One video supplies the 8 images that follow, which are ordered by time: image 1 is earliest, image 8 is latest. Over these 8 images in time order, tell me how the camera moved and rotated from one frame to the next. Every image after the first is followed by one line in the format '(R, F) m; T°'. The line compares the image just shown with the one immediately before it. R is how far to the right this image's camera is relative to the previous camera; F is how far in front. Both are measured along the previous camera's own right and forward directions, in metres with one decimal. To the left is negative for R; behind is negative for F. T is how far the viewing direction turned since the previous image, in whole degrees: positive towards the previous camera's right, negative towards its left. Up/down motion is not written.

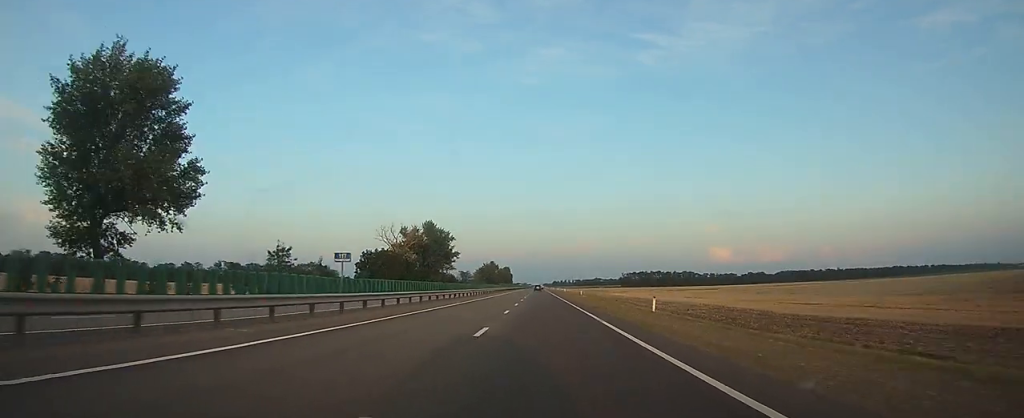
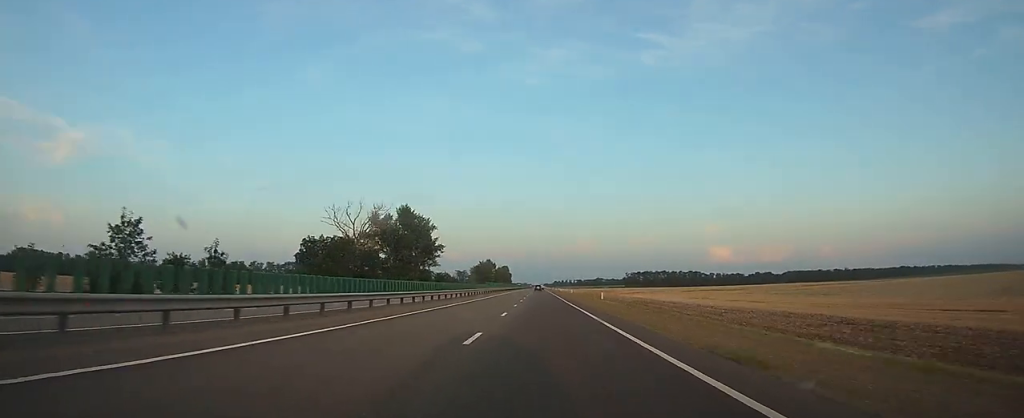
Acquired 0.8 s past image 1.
(-0.1, +25.8) m; 0°
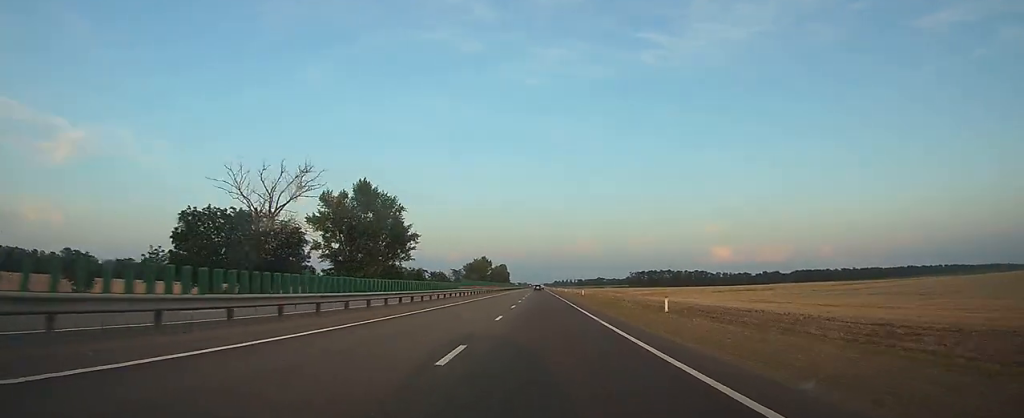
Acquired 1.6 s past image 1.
(-0.1, +26.9) m; 0°
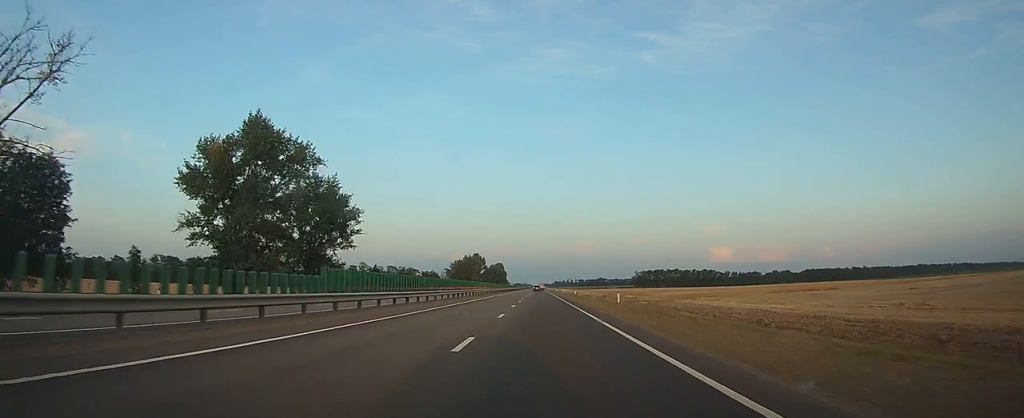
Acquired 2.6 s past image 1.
(-0.1, +33.8) m; 0°
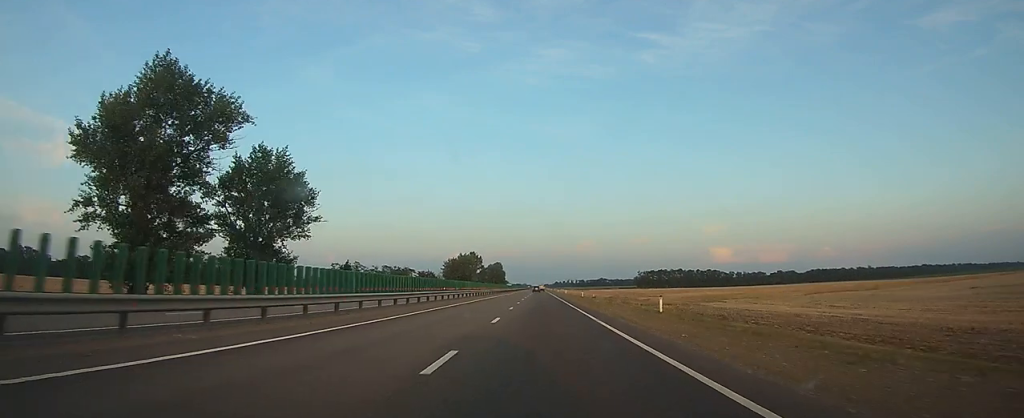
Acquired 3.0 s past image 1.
(0.0, +14.7) m; 0°
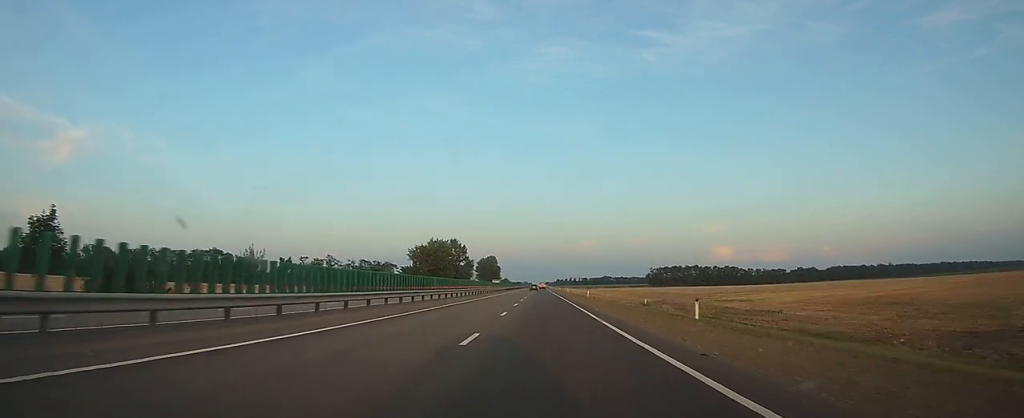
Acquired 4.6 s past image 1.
(0.0, +55.7) m; 0°
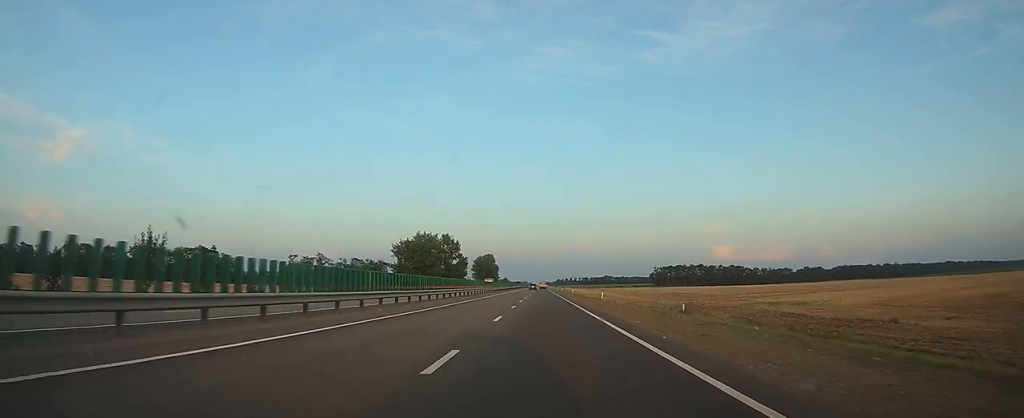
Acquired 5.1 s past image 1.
(0.0, +16.0) m; 0°
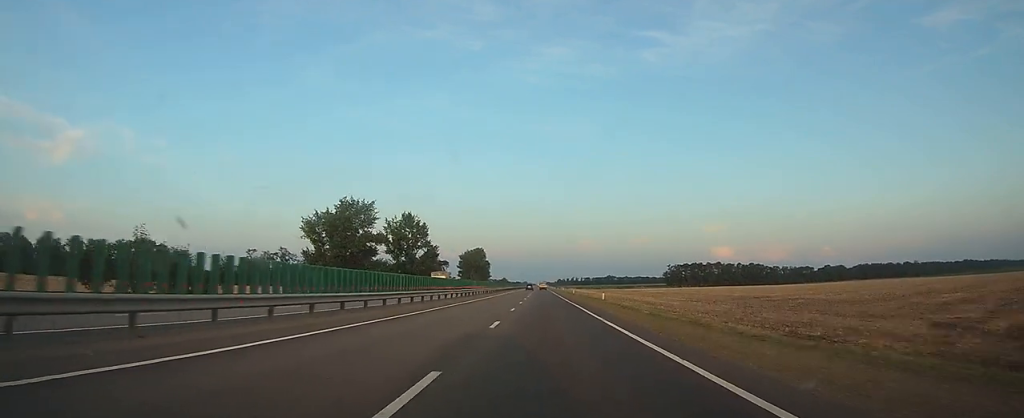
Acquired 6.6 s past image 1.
(+0.1, +50.4) m; 0°
